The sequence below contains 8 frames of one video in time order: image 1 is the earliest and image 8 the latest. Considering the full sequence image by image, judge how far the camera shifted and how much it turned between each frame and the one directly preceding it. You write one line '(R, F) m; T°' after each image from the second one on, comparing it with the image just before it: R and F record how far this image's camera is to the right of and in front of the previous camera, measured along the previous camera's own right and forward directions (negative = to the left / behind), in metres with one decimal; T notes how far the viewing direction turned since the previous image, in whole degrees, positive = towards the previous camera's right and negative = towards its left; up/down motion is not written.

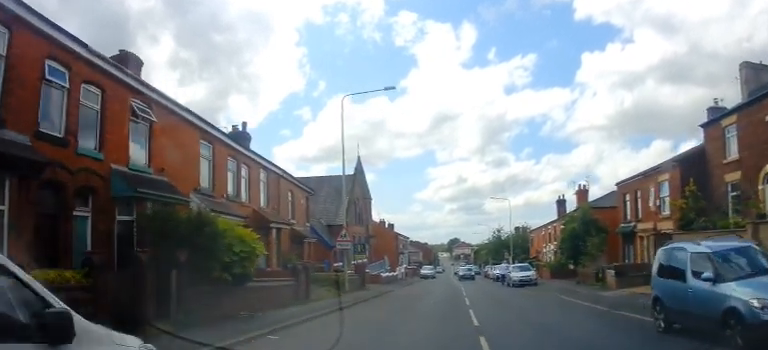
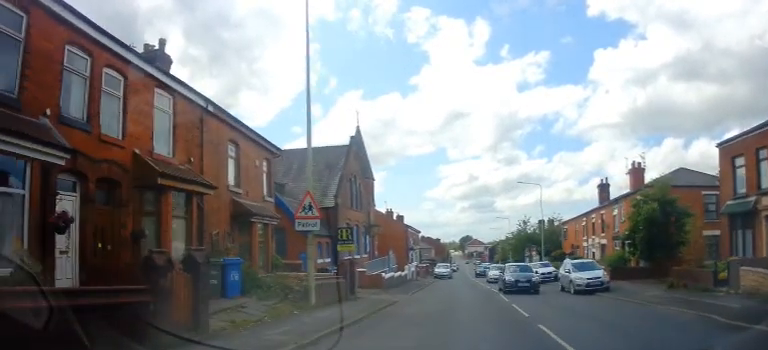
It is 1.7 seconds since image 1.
(+0.5, +10.3) m; +2°
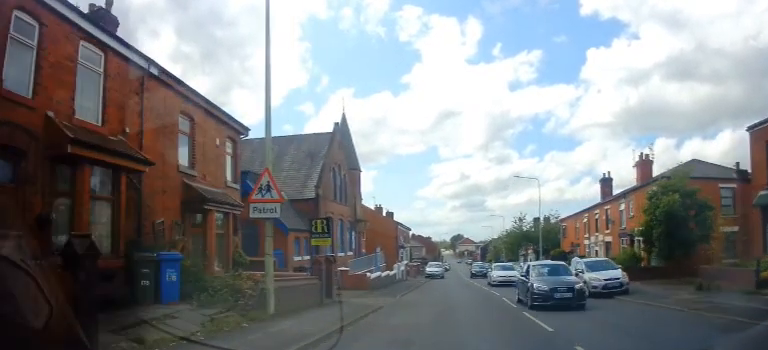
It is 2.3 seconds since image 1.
(0.0, +3.0) m; +2°
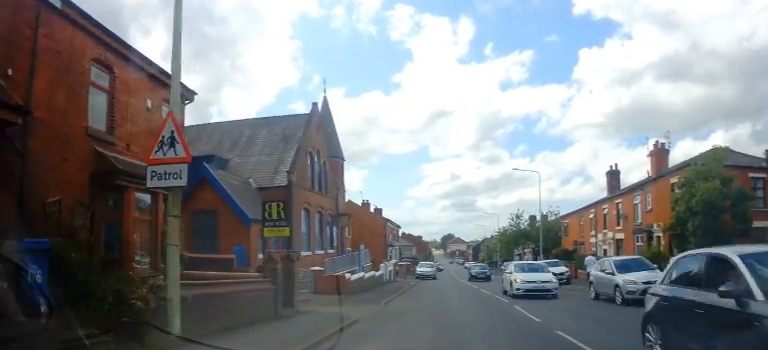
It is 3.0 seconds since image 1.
(0.0, +3.9) m; +3°
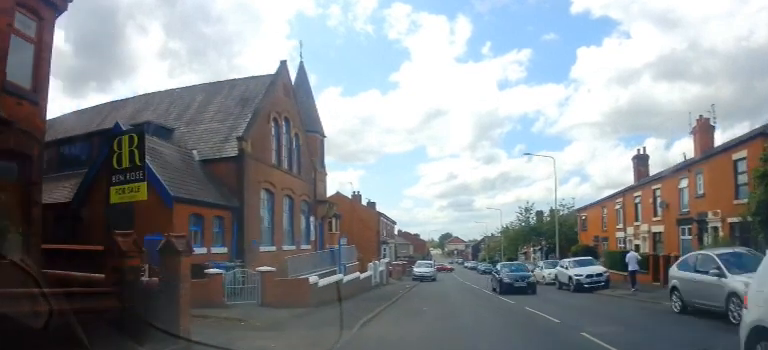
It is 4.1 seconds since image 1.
(+0.3, +6.1) m; -3°
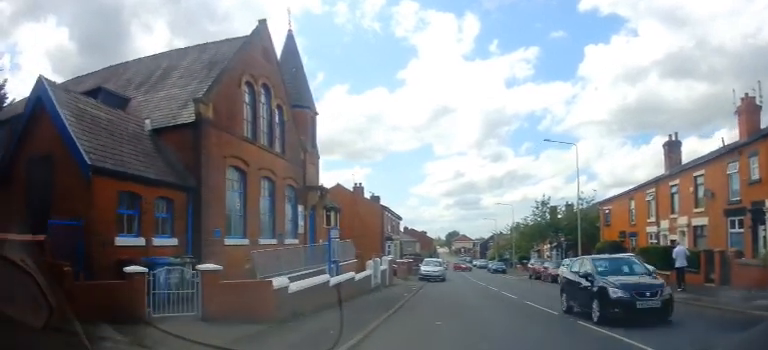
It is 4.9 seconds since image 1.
(-0.4, +4.1) m; -5°
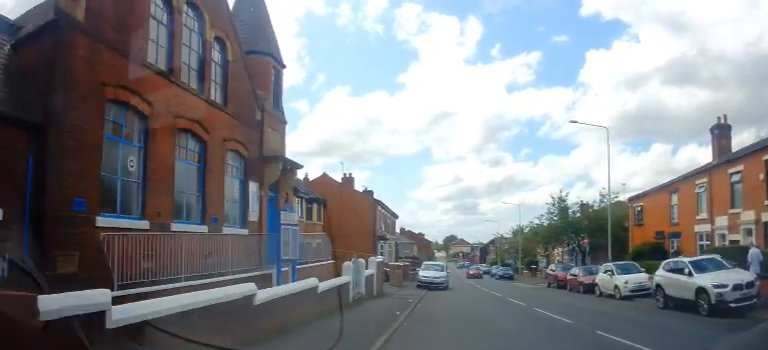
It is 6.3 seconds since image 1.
(+0.2, +6.5) m; +6°
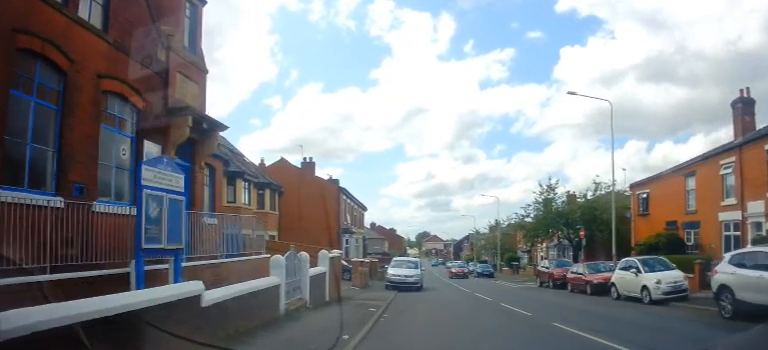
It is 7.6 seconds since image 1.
(+0.2, +5.0) m; +1°
